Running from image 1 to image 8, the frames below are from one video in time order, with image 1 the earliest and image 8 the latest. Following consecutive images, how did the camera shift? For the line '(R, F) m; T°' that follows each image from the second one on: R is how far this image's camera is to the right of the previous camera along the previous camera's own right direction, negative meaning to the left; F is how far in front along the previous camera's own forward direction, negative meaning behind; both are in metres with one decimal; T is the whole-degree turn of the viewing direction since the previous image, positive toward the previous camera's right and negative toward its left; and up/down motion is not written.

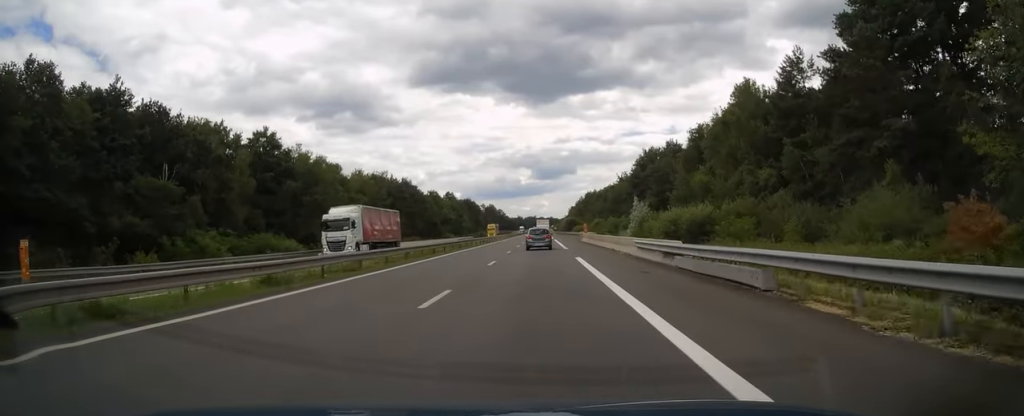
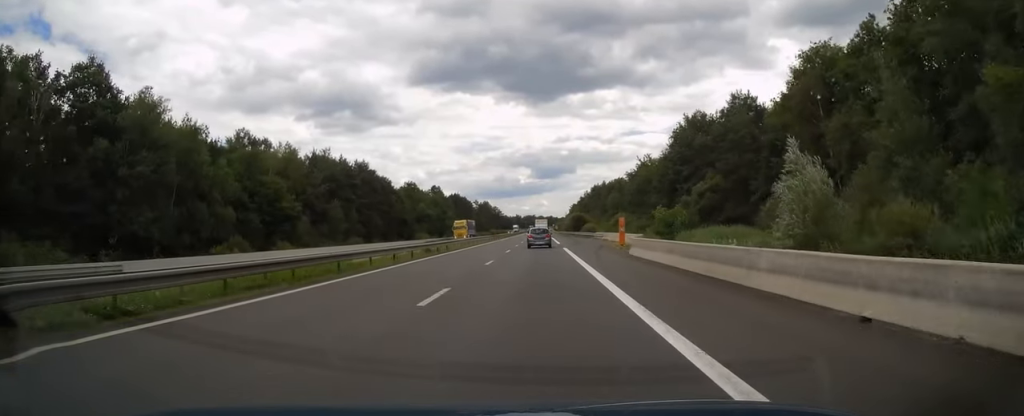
(-0.1, +38.3) m; 0°
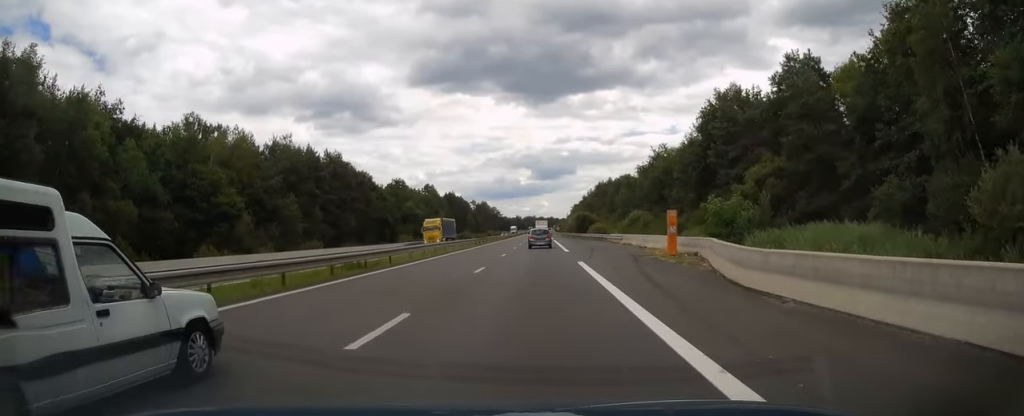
(0.0, +16.7) m; 0°
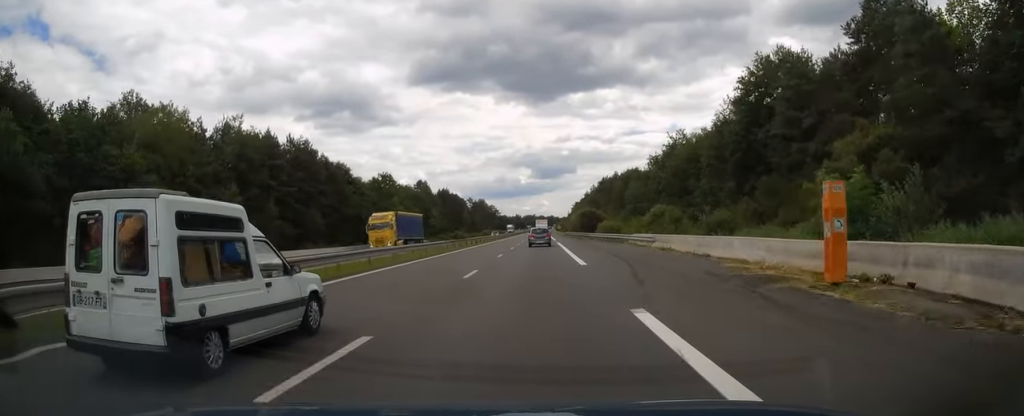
(0.0, +15.3) m; 0°
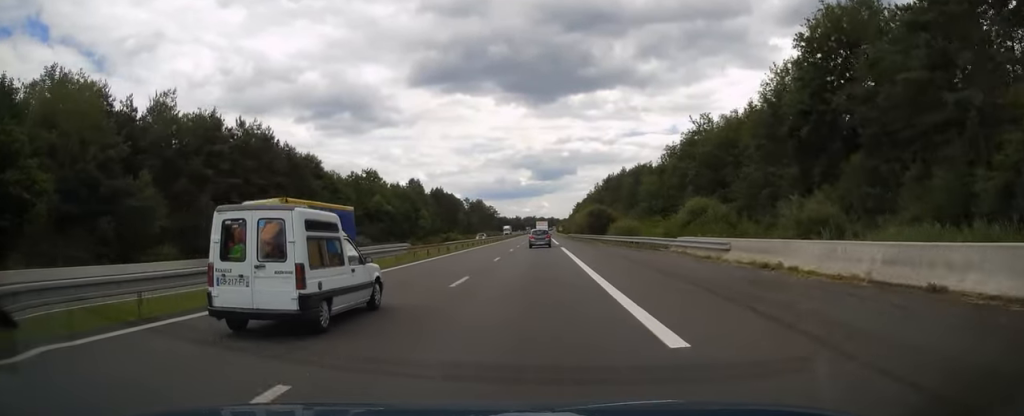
(+0.1, +15.3) m; 0°
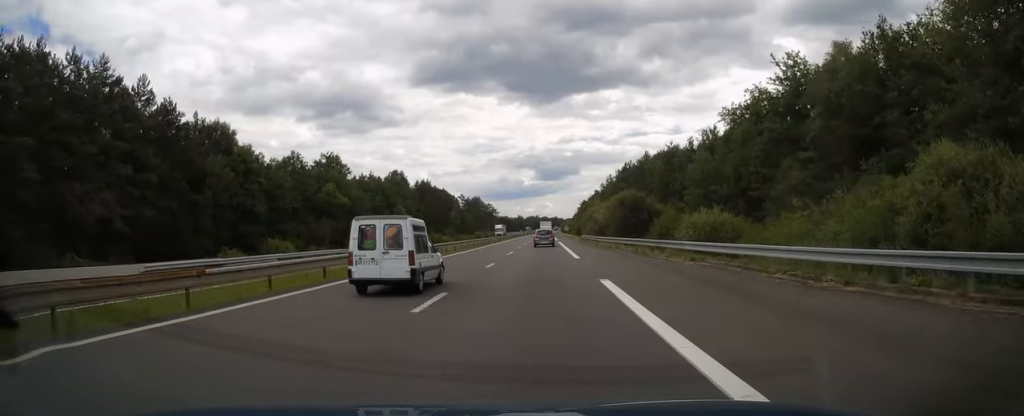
(-0.1, +30.5) m; 0°
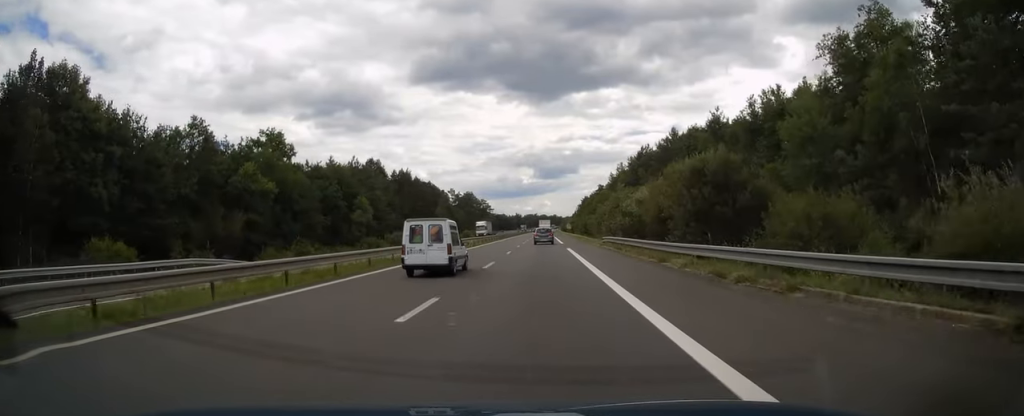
(0.0, +27.0) m; 0°
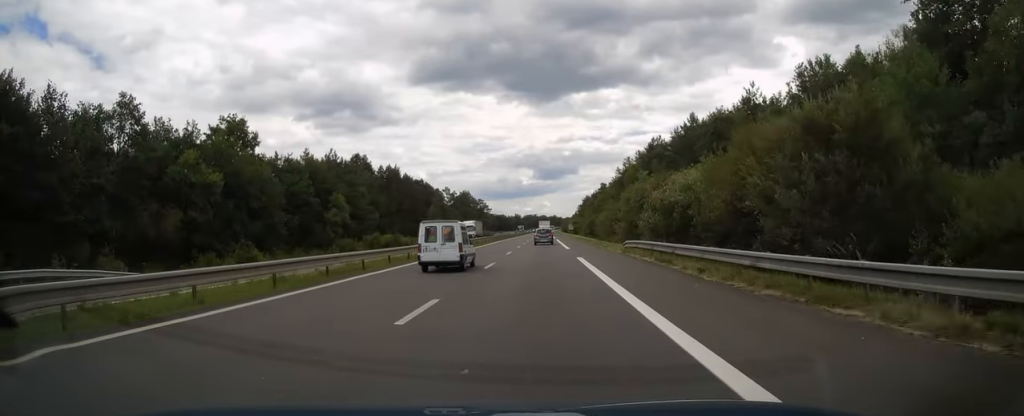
(0.0, +12.8) m; 0°
